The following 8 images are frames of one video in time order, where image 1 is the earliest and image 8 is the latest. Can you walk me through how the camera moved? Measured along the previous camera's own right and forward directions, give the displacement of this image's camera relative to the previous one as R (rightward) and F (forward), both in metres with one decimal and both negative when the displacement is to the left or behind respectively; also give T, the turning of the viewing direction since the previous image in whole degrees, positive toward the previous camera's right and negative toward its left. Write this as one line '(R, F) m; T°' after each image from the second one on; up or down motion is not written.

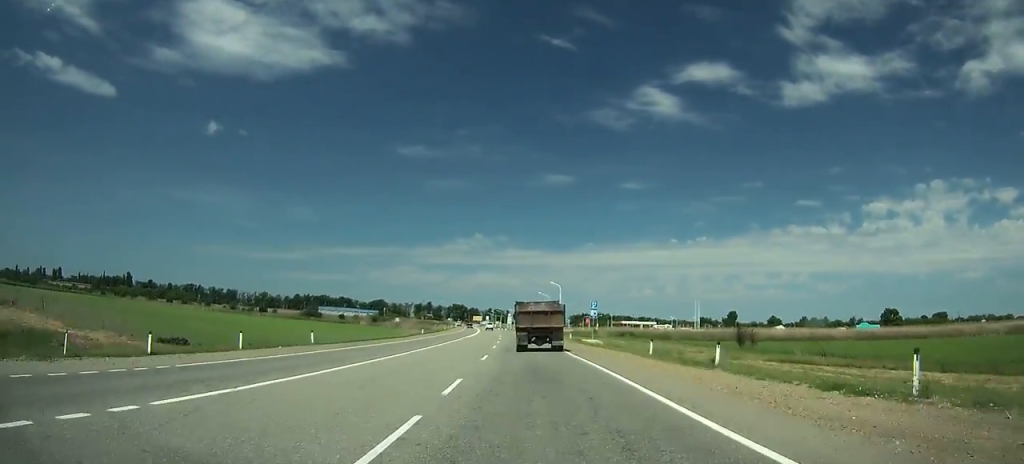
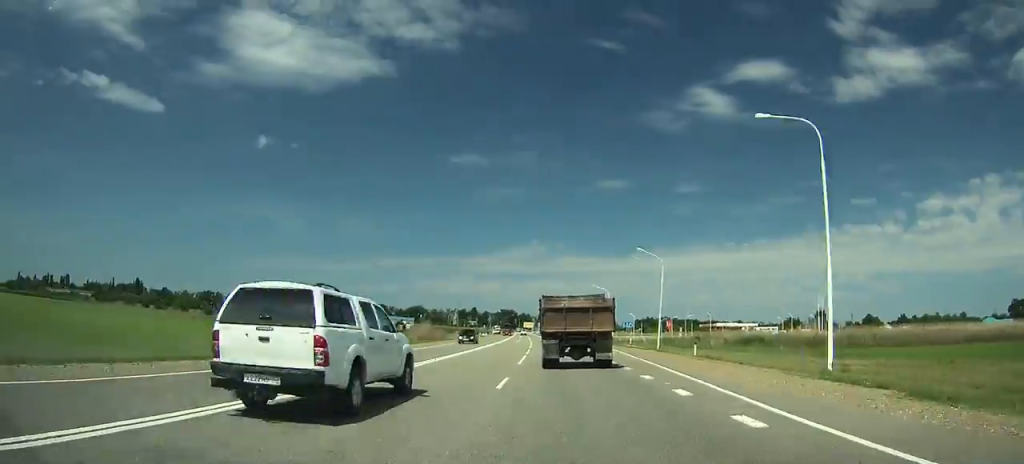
(-3.6, +86.8) m; -5°
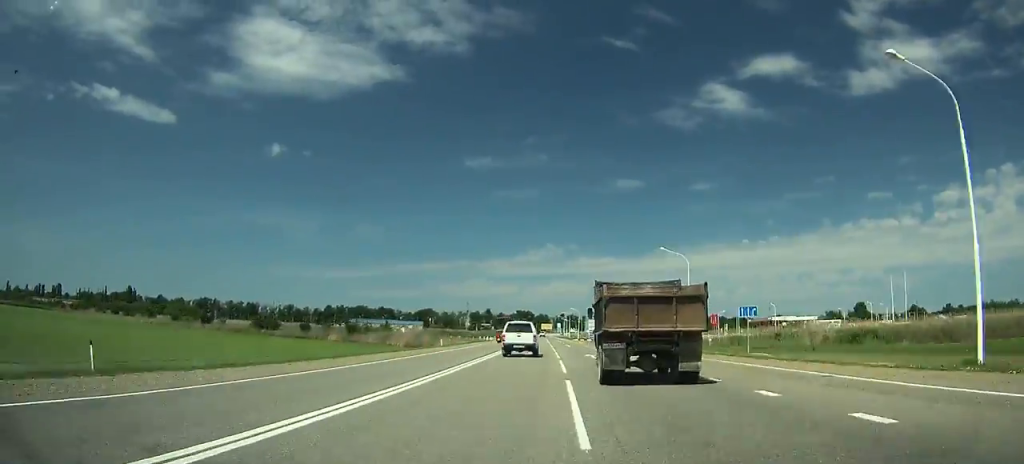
(-1.1, +41.9) m; -1°
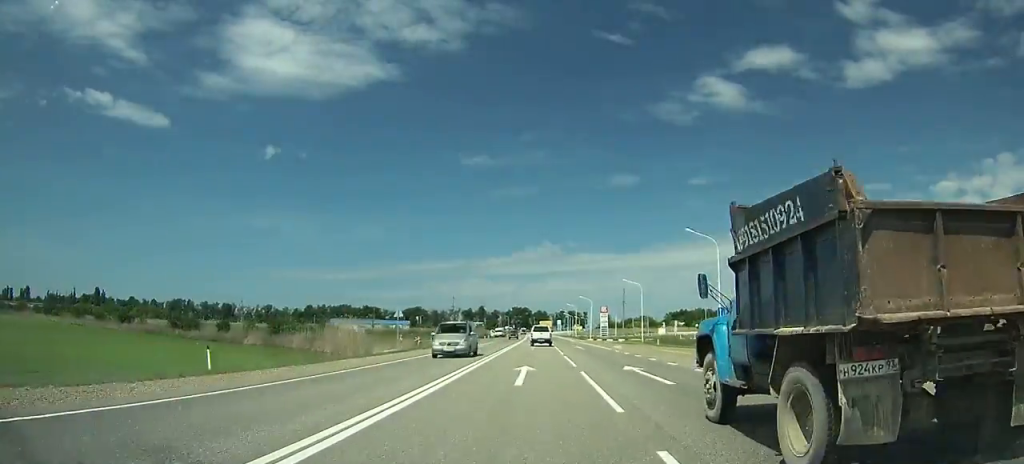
(-0.3, +43.9) m; 0°
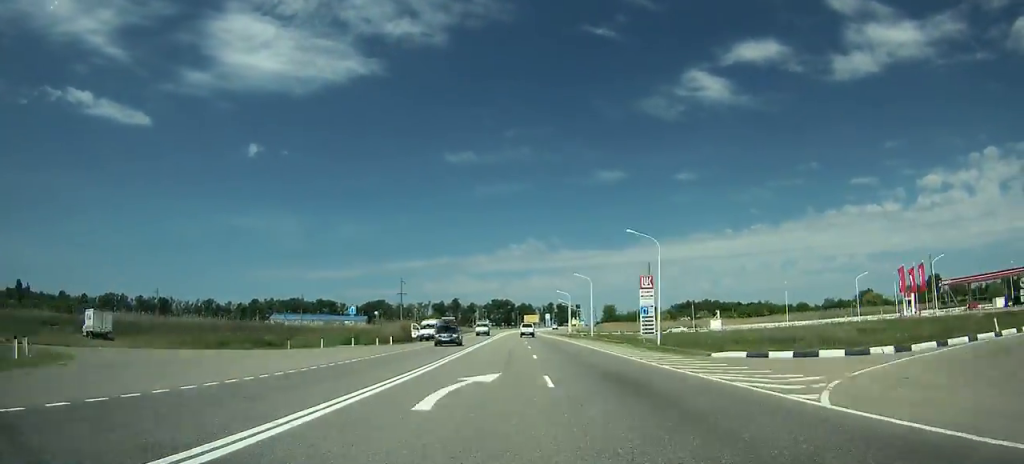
(+0.2, +73.6) m; 0°
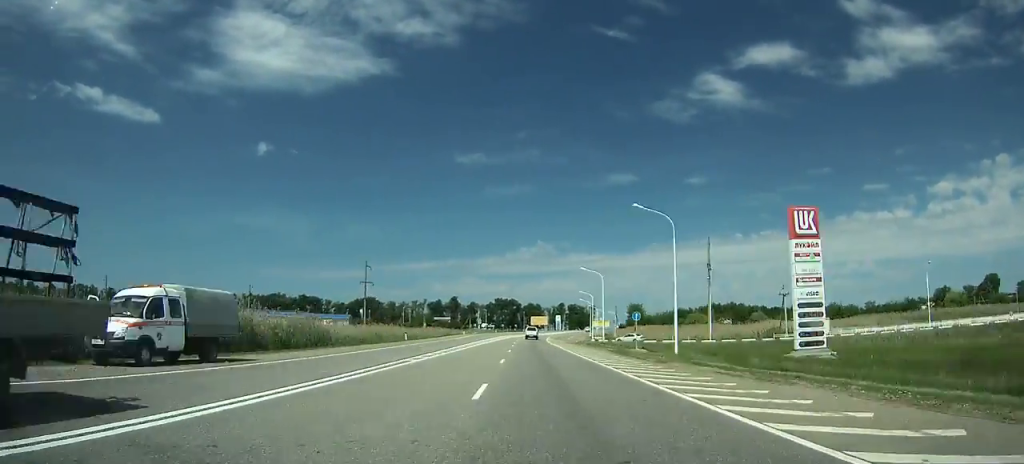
(+0.1, +46.1) m; 0°
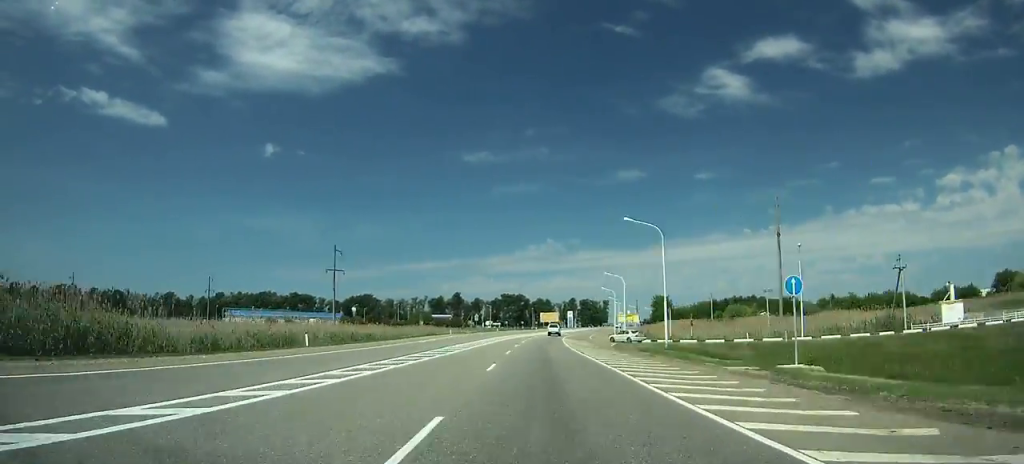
(-0.2, +28.3) m; 0°
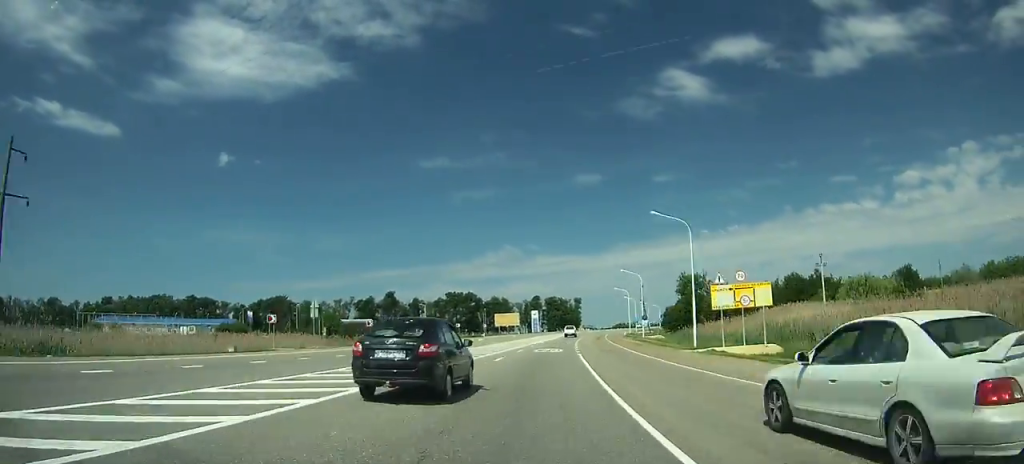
(+0.9, +73.6) m; +3°
